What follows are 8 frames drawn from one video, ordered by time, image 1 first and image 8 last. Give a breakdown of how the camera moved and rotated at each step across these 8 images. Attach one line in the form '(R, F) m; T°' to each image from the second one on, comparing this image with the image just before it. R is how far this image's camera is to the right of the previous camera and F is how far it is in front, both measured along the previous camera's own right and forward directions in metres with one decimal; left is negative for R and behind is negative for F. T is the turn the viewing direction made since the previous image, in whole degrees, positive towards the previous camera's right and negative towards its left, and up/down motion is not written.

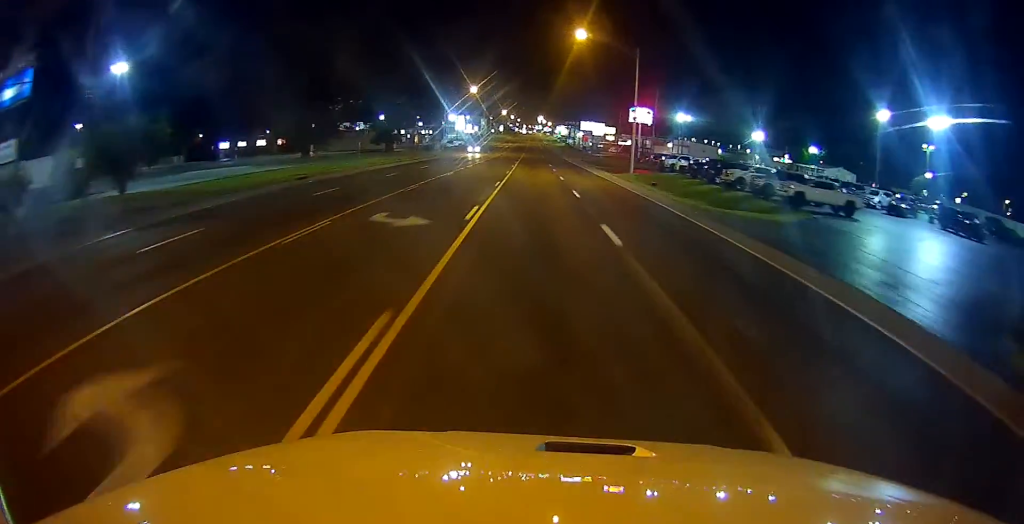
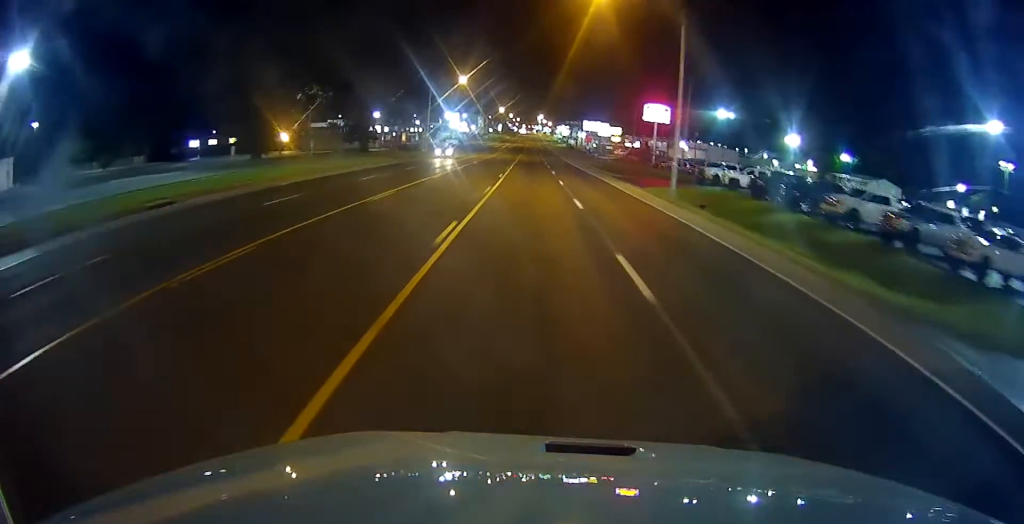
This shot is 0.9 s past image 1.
(+0.1, +16.3) m; 0°
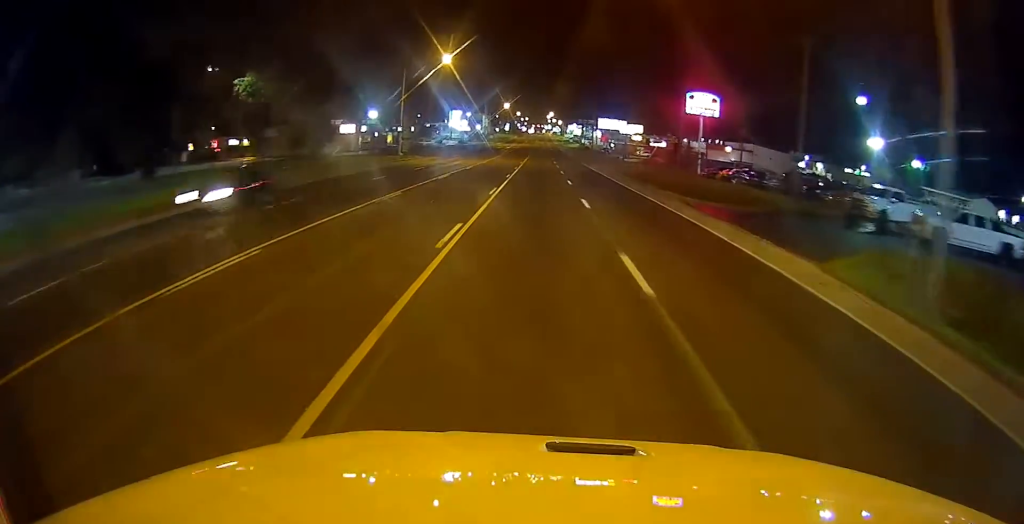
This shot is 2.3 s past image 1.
(+0.2, +24.6) m; 0°
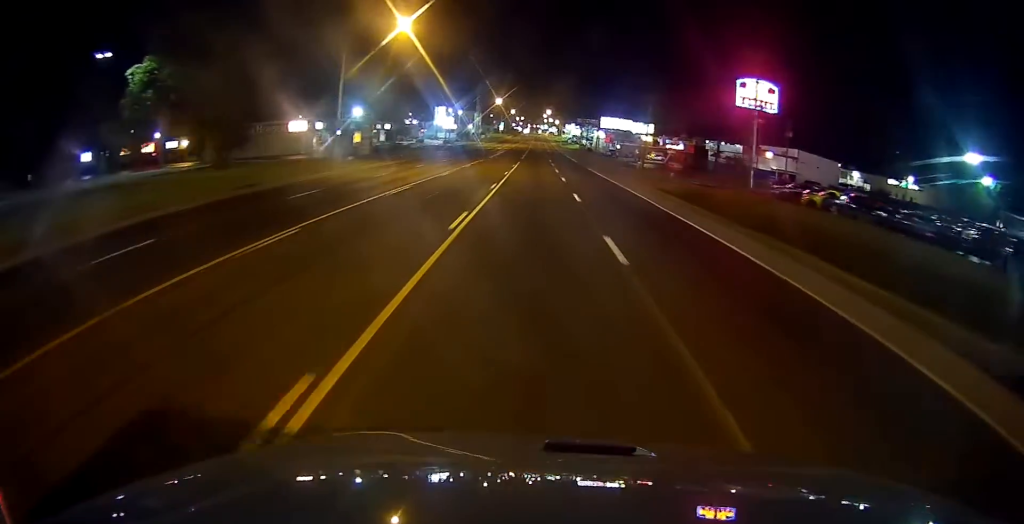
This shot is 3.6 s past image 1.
(-0.6, +21.8) m; -2°
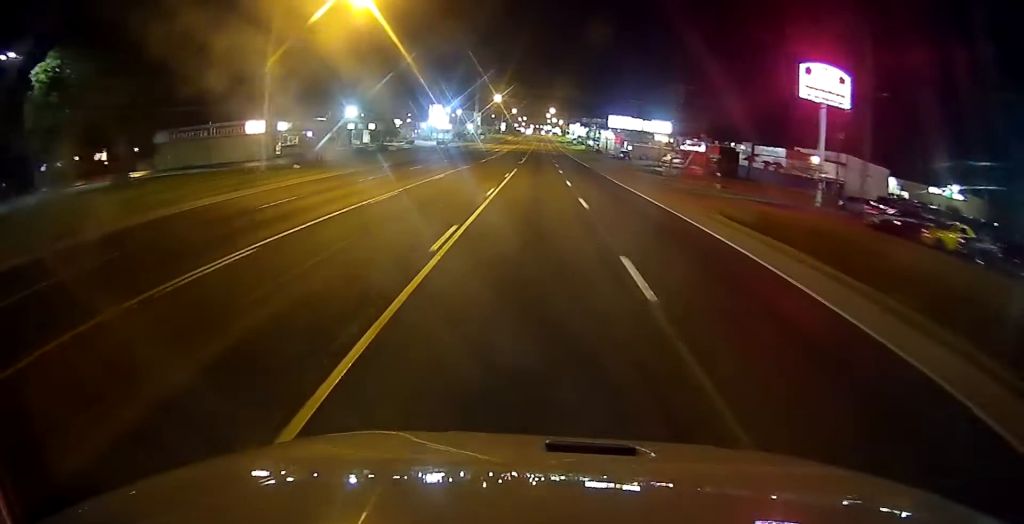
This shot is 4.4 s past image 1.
(0.0, +14.8) m; +2°
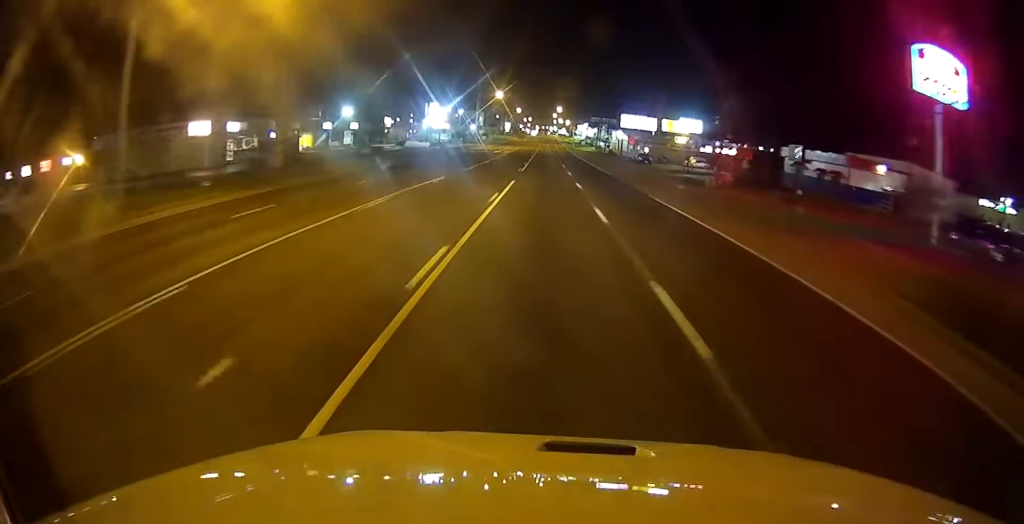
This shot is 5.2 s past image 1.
(+0.4, +14.9) m; 0°
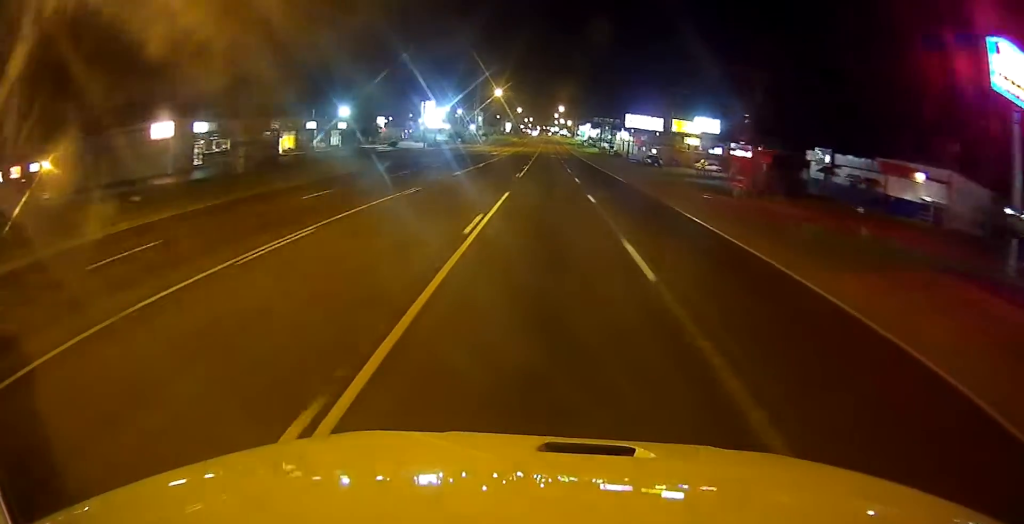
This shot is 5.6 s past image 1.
(+0.2, +7.1) m; 0°
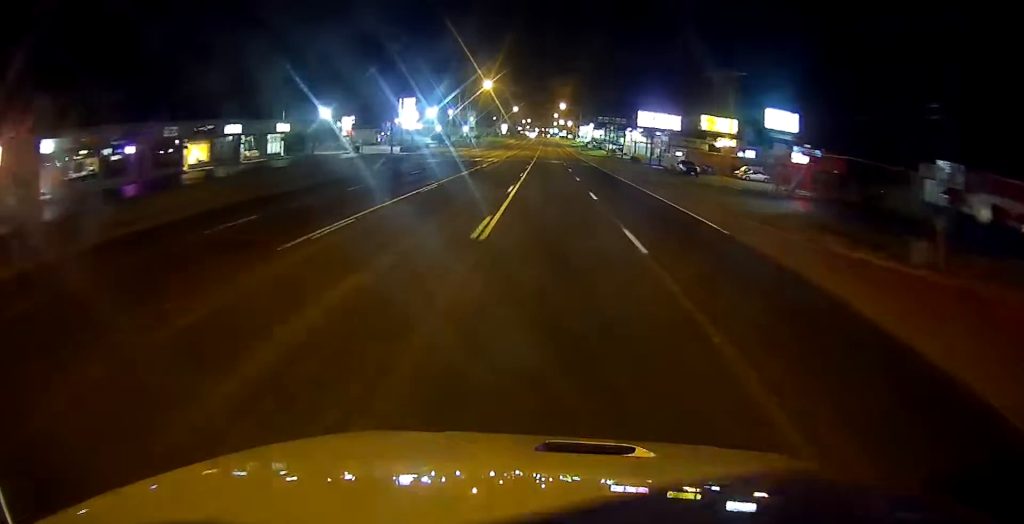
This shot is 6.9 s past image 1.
(-0.8, +22.7) m; -2°
